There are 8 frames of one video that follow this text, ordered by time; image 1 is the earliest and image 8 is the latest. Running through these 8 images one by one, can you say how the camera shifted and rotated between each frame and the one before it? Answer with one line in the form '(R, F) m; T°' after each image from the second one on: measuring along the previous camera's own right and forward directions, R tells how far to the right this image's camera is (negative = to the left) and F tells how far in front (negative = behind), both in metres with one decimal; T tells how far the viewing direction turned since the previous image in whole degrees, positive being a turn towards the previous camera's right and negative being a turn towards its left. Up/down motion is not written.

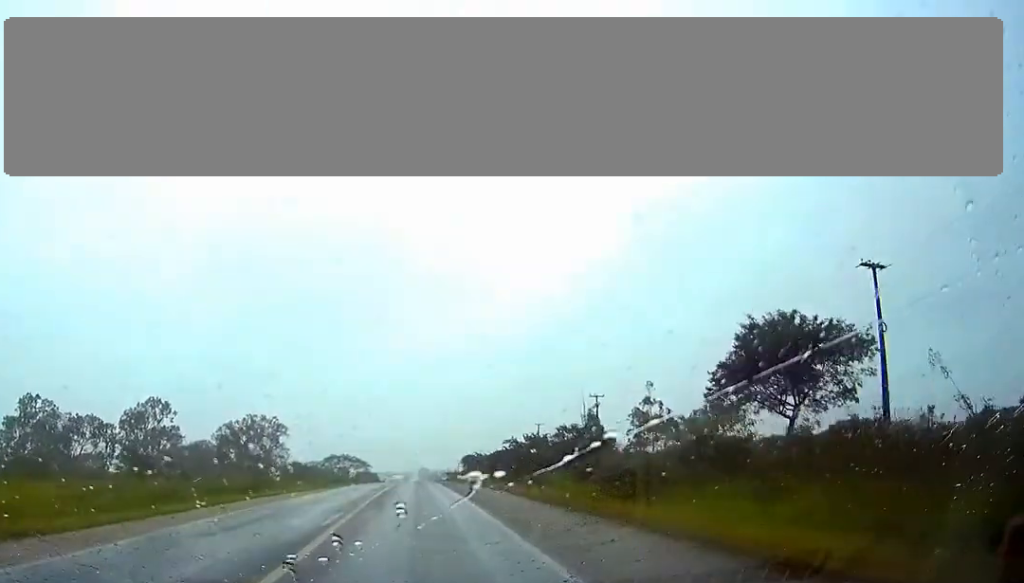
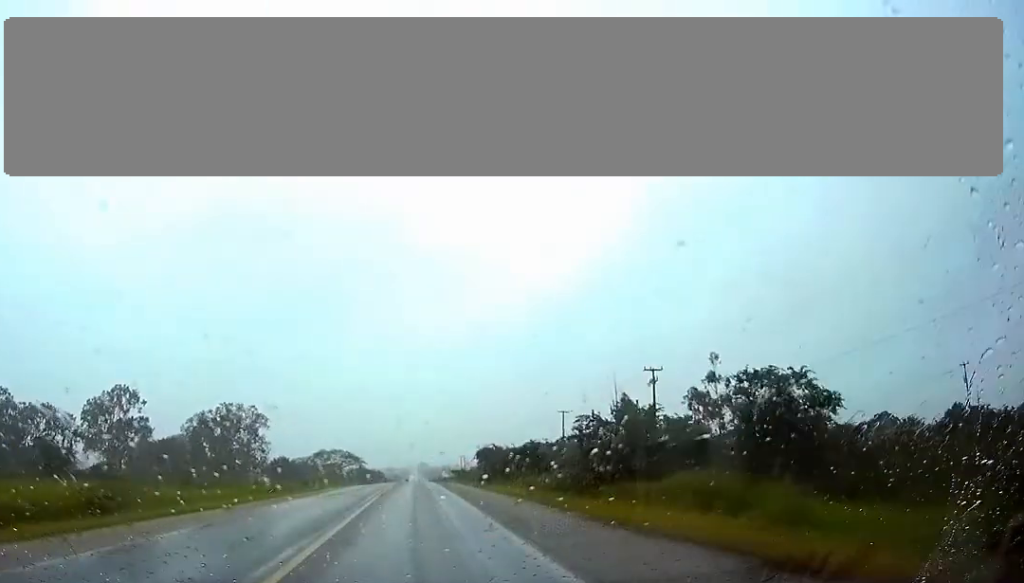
(0.0, +25.9) m; 0°
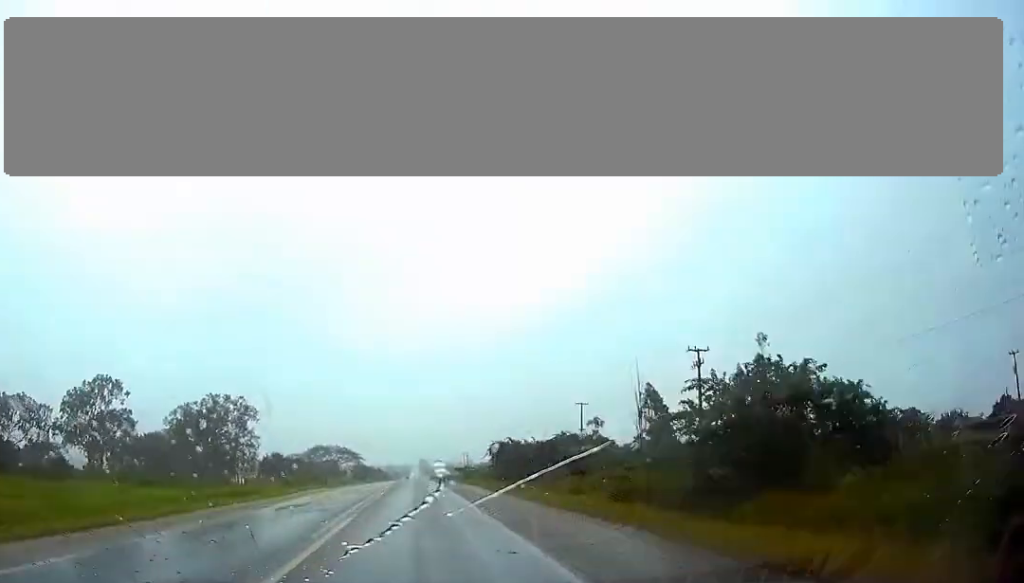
(0.0, +13.0) m; 0°
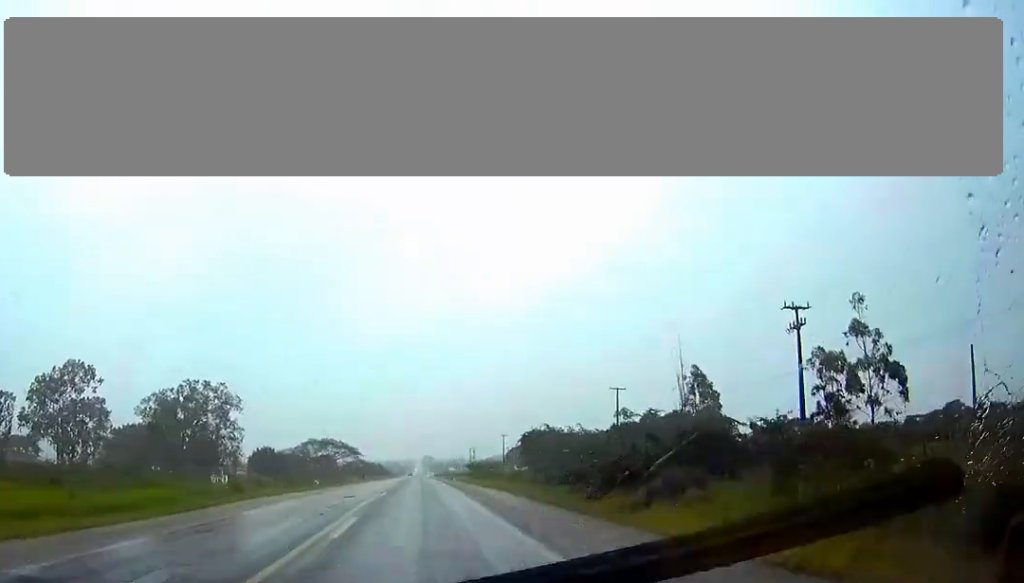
(0.0, +18.4) m; 0°
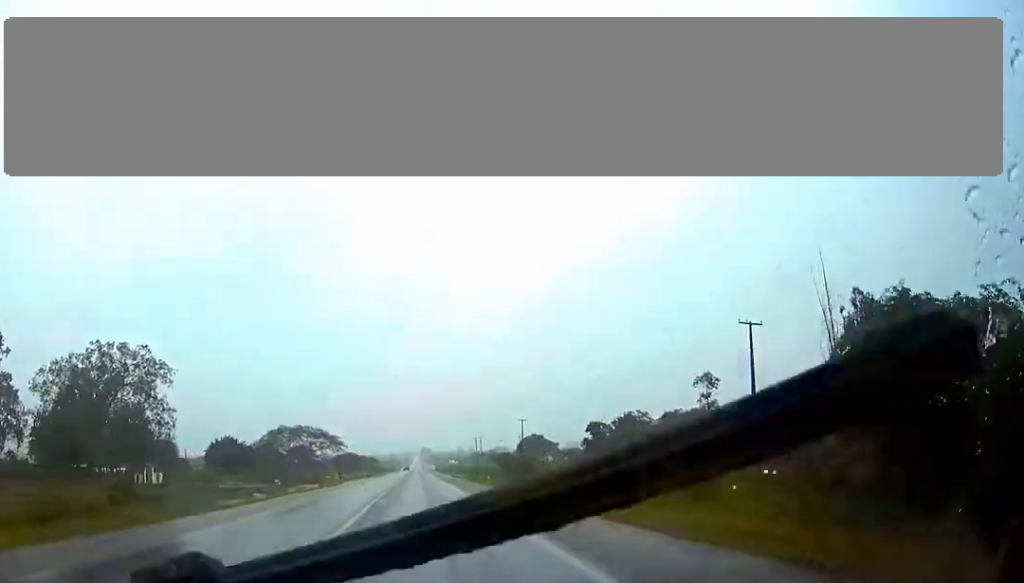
(+0.1, +40.1) m; 0°
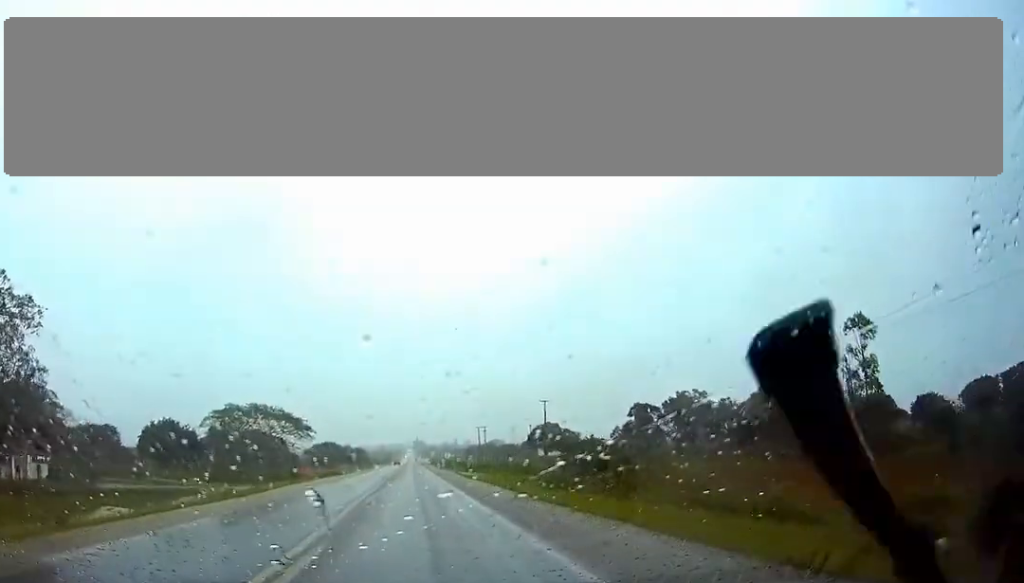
(+0.1, +36.9) m; 0°
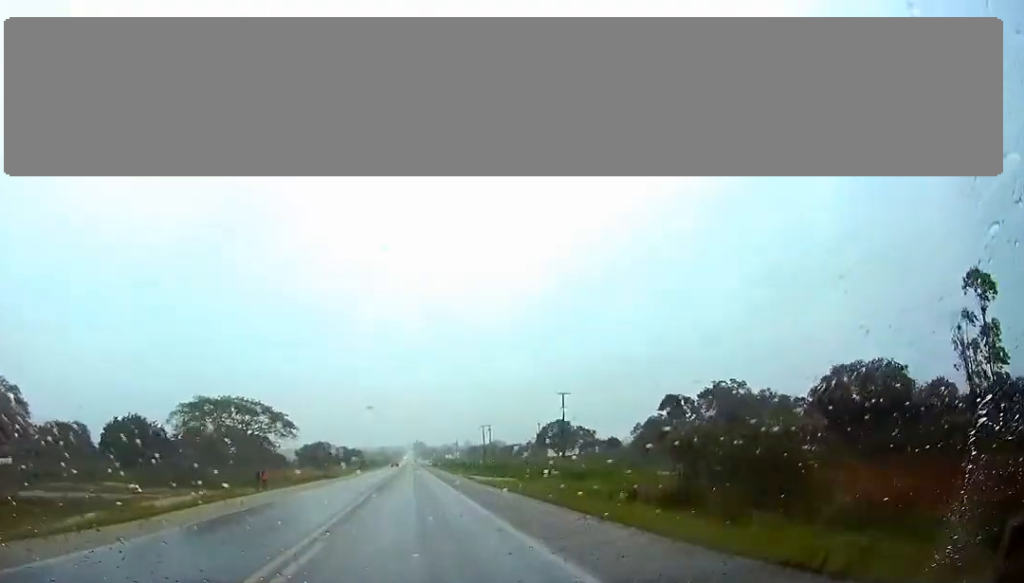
(0.0, +16.1) m; 0°
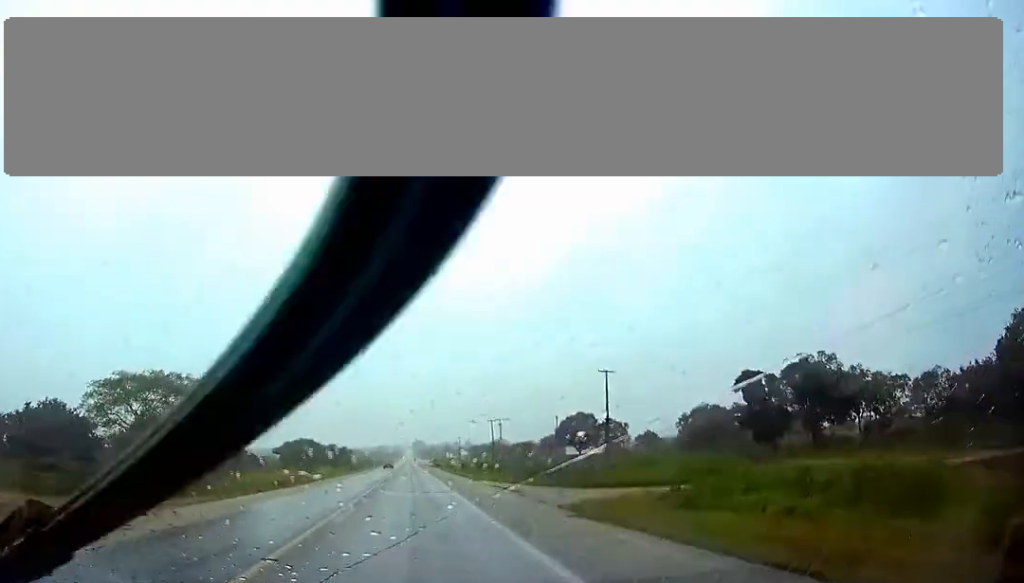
(0.0, +26.7) m; 0°
